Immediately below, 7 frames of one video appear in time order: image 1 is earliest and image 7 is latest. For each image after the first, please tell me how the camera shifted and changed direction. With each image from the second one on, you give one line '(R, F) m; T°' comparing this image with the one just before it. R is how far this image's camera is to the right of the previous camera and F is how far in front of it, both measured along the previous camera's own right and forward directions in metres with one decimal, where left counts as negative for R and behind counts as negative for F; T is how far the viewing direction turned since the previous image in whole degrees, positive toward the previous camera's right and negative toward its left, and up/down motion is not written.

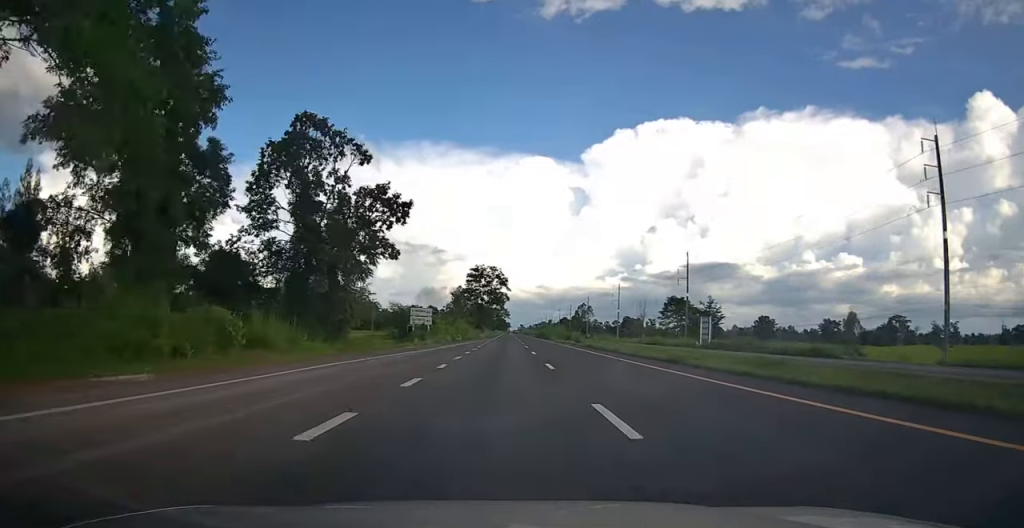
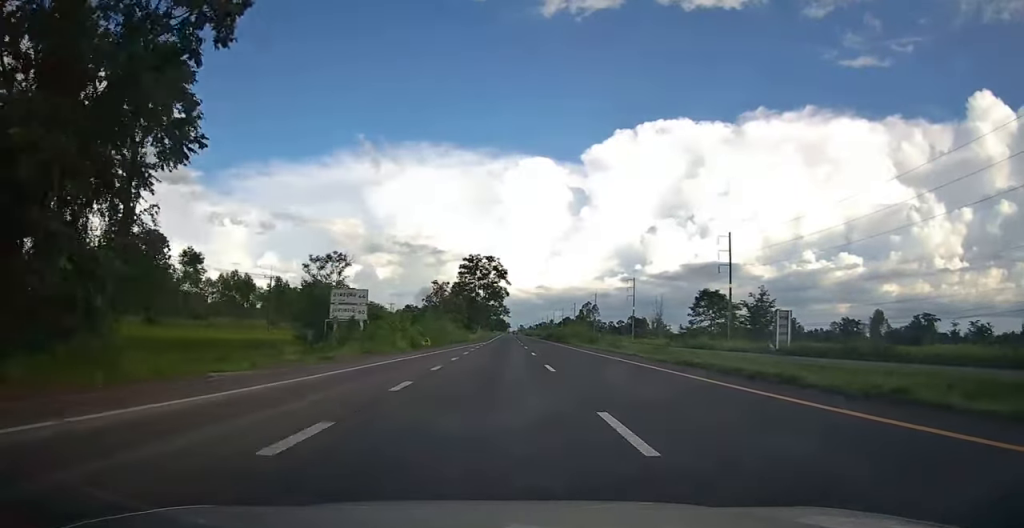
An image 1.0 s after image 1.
(+0.1, +24.6) m; 0°
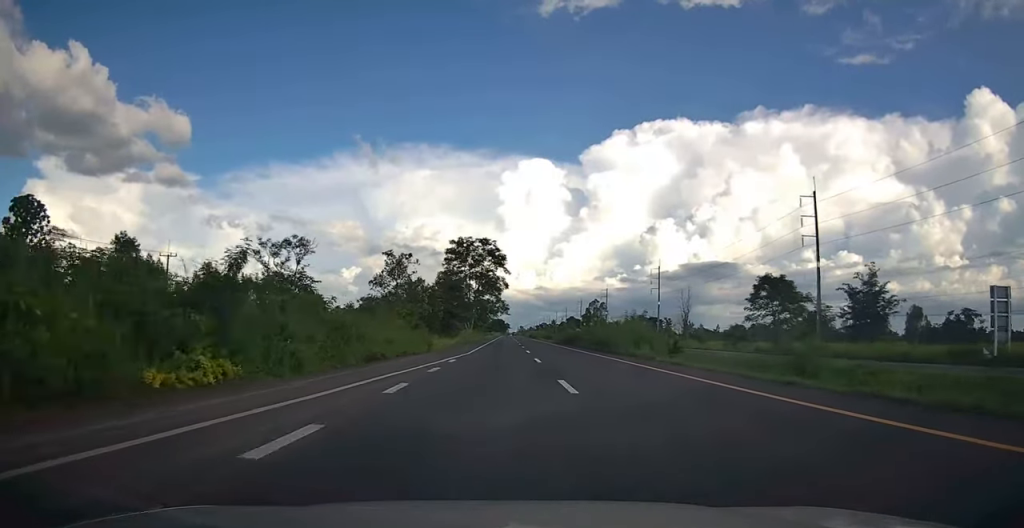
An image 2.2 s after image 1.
(0.0, +30.0) m; 0°
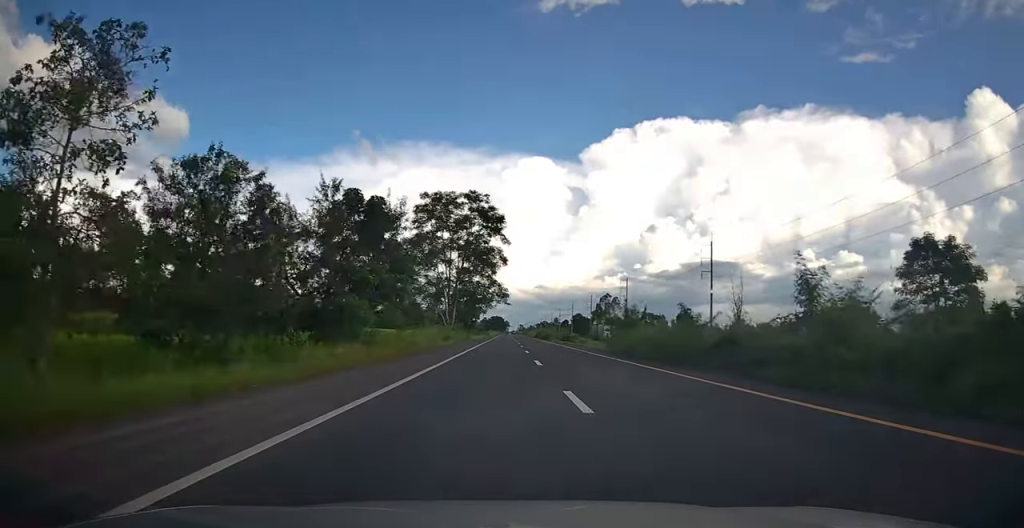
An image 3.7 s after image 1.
(-0.1, +38.9) m; 0°
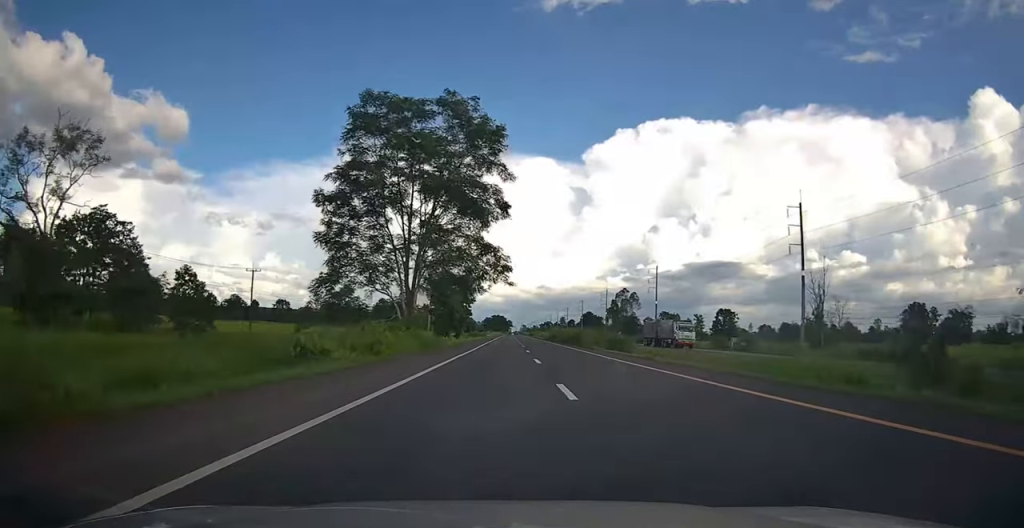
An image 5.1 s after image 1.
(+0.1, +34.2) m; 0°
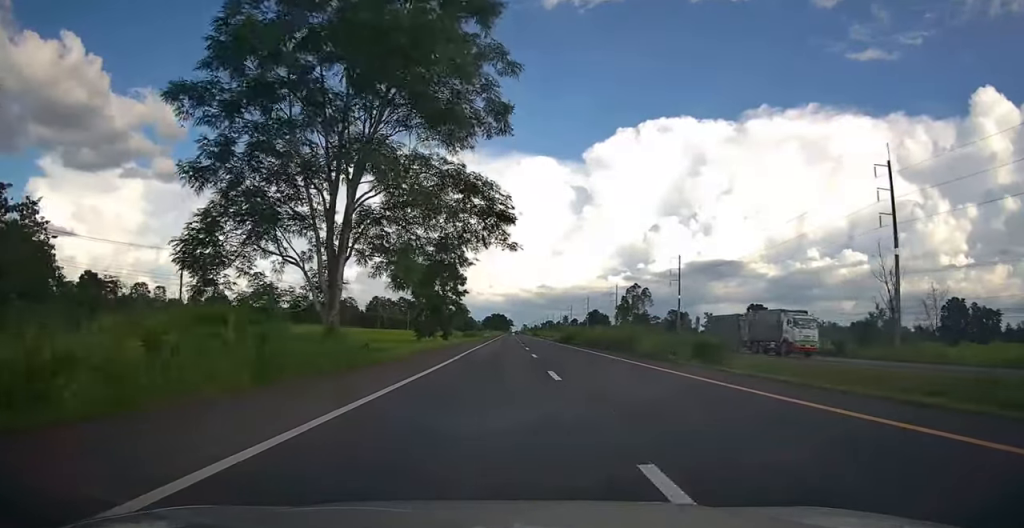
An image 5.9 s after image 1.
(0.0, +20.0) m; 0°
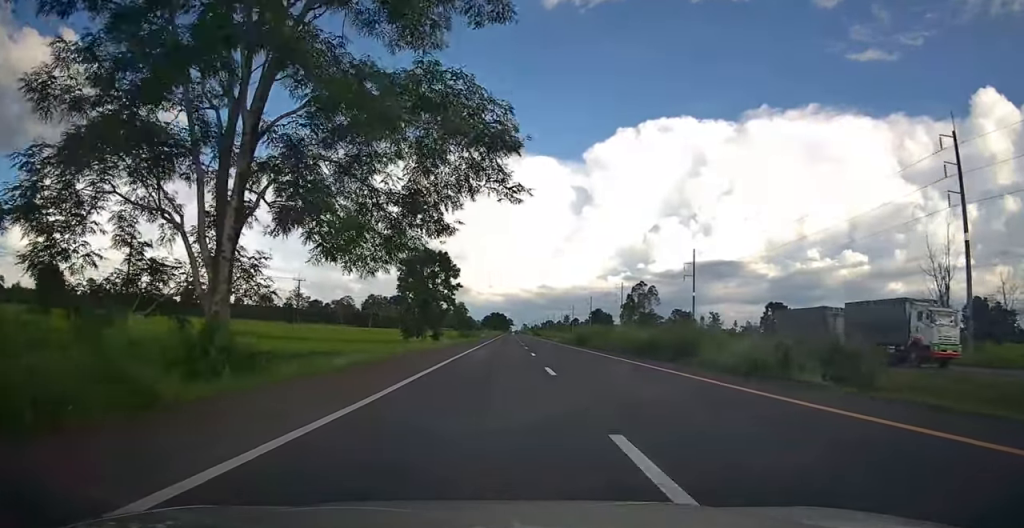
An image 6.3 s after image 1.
(0.0, +10.4) m; 0°
